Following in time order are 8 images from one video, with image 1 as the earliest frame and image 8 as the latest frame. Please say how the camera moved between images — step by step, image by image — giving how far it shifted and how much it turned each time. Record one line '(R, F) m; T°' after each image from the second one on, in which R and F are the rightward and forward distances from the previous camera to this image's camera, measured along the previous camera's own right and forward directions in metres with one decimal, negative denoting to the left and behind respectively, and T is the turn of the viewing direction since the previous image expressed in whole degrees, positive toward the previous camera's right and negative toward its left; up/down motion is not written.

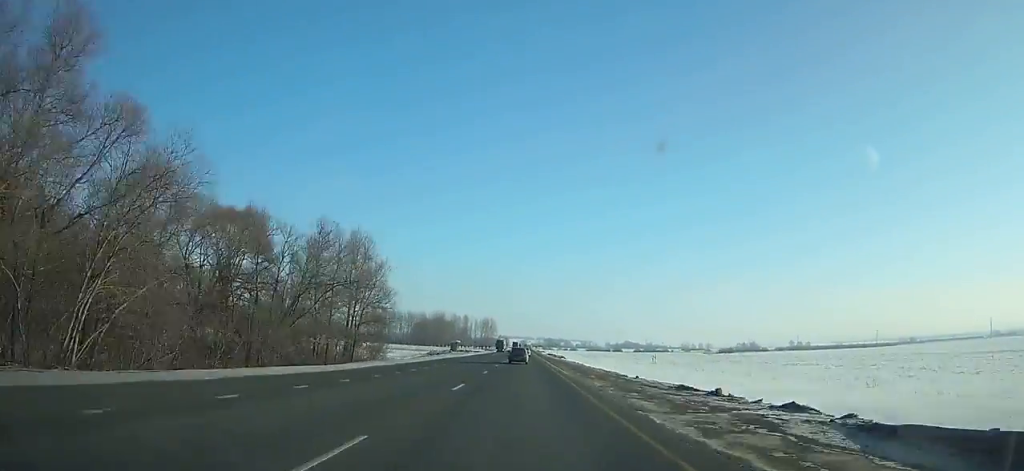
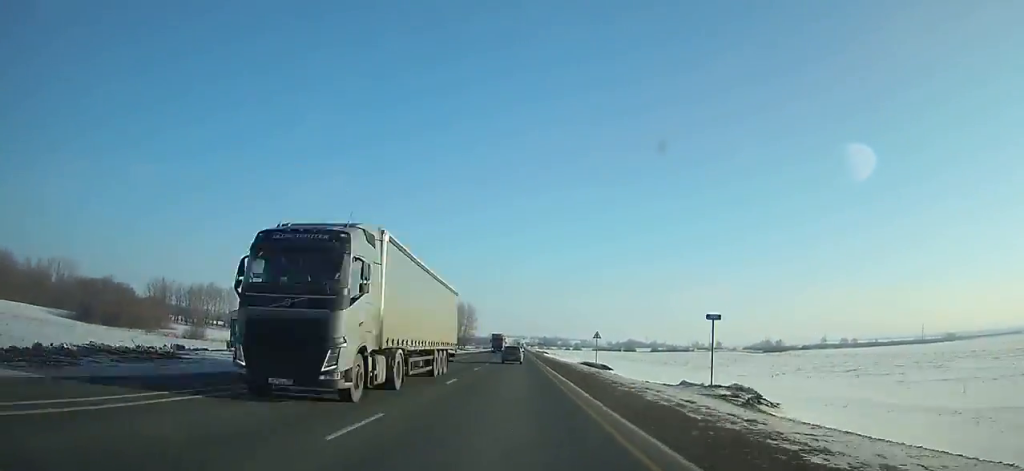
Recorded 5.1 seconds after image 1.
(+1.6, +116.8) m; +1°
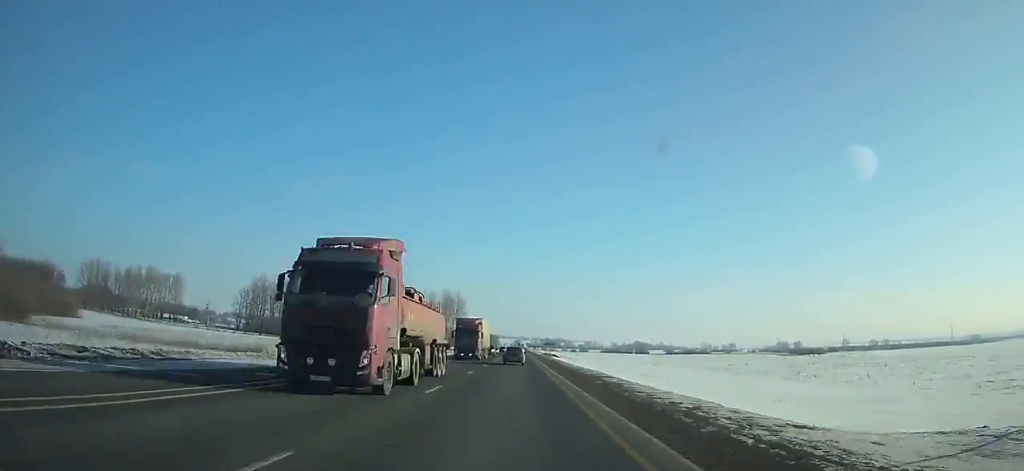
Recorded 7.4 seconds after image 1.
(0.0, +52.4) m; 0°
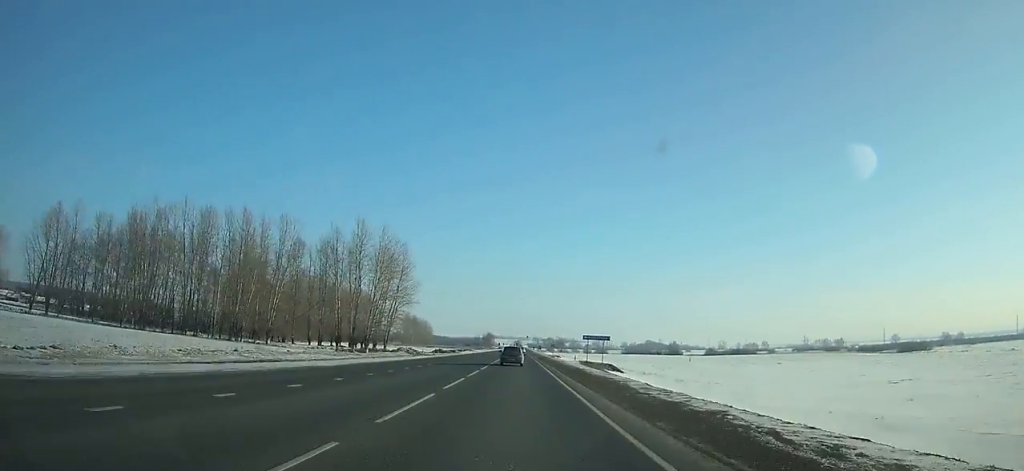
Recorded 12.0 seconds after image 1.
(-0.1, +103.9) m; 0°
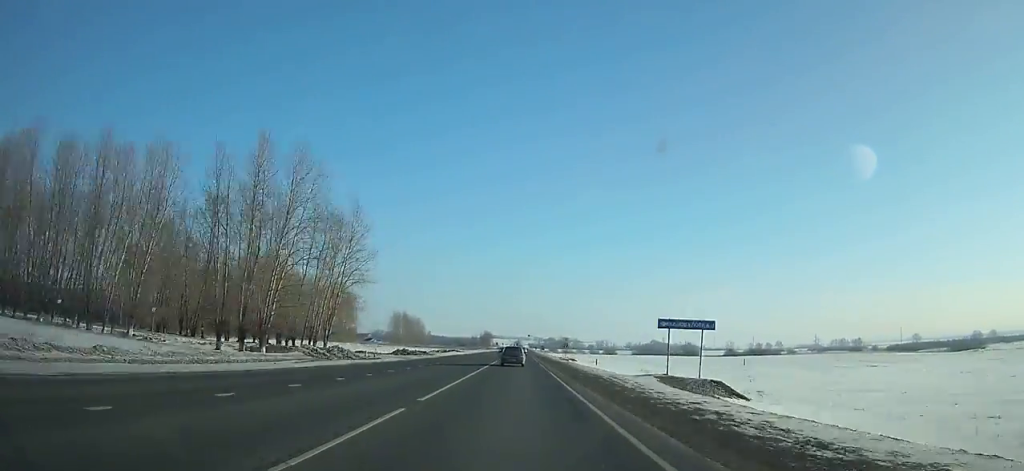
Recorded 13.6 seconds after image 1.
(+0.1, +35.9) m; 0°
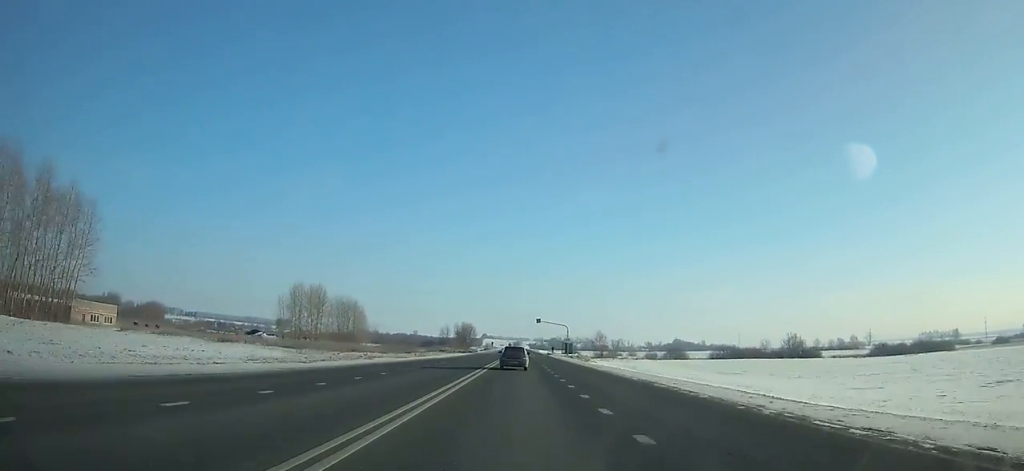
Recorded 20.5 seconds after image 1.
(-0.1, +153.1) m; 0°
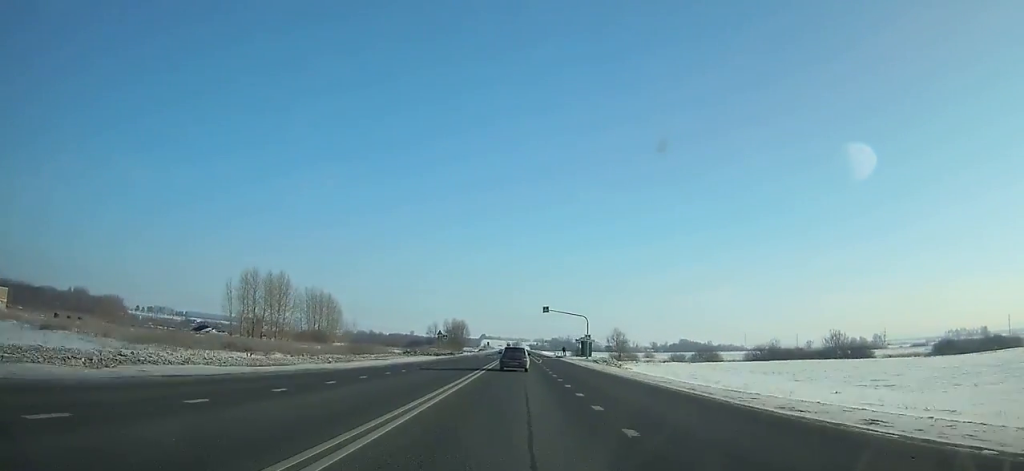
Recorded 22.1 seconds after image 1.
(-0.1, +35.1) m; 0°
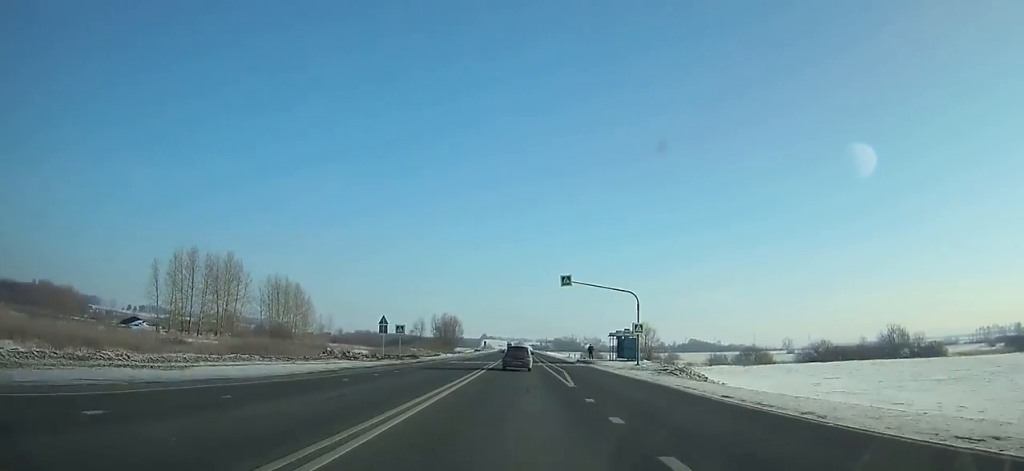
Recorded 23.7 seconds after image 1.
(+0.1, +34.9) m; 0°
